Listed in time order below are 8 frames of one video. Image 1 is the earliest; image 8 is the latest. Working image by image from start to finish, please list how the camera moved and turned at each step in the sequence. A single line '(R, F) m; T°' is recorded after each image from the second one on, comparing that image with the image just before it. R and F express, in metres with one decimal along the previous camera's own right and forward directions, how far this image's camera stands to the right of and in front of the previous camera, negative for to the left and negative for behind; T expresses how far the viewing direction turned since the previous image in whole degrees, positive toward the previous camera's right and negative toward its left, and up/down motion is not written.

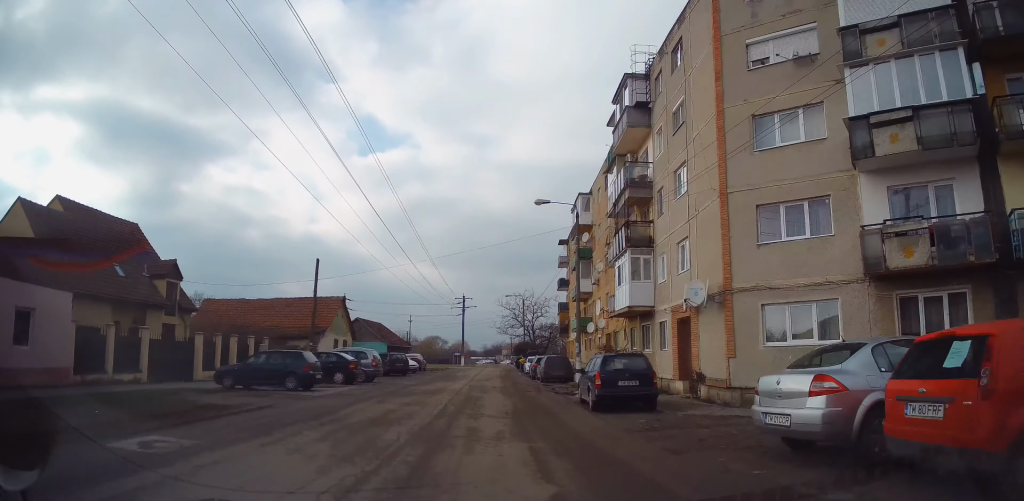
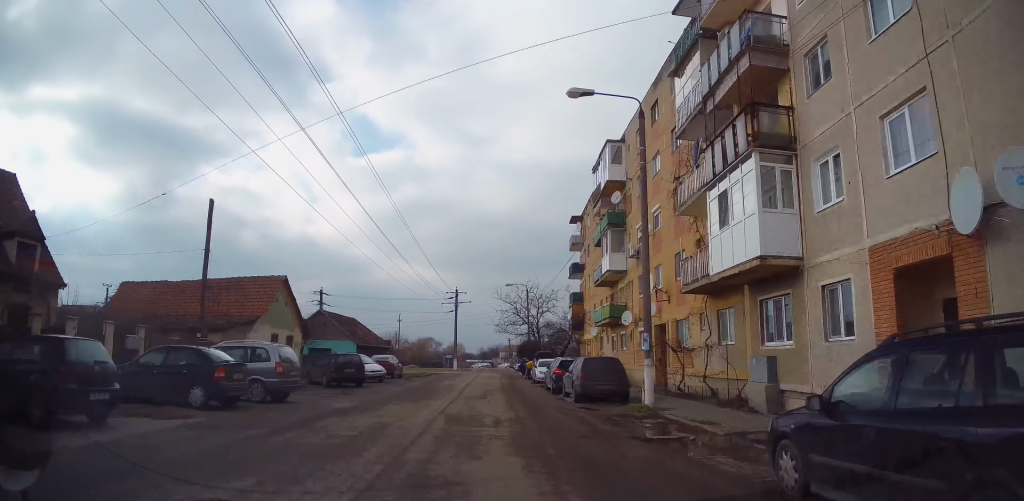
(-0.3, +11.5) m; -1°
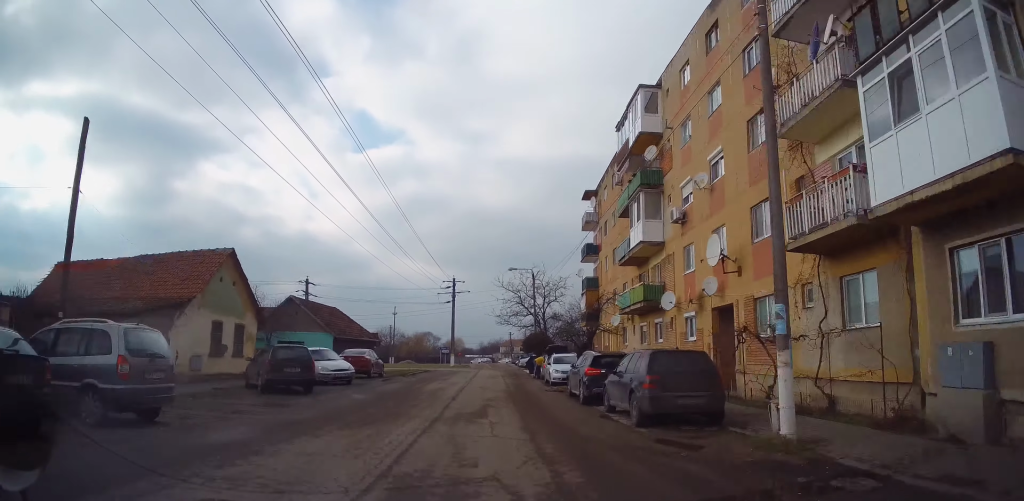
(0.0, +6.7) m; +1°
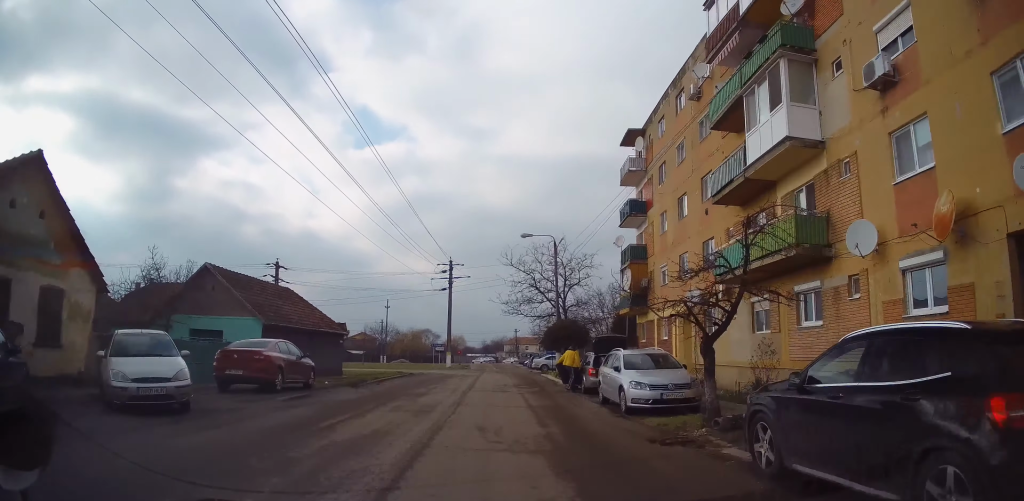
(+0.3, +12.3) m; +1°
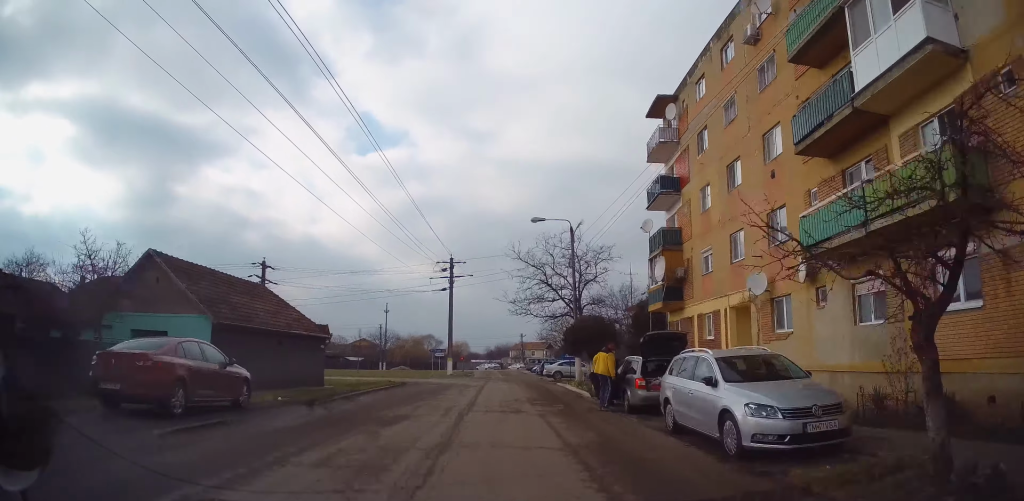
(0.0, +5.2) m; 0°
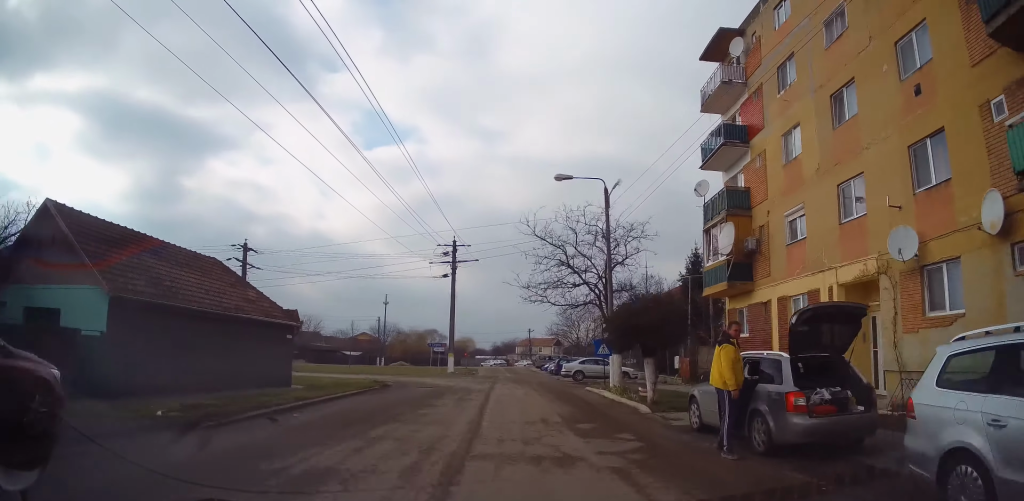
(0.0, +6.7) m; 0°
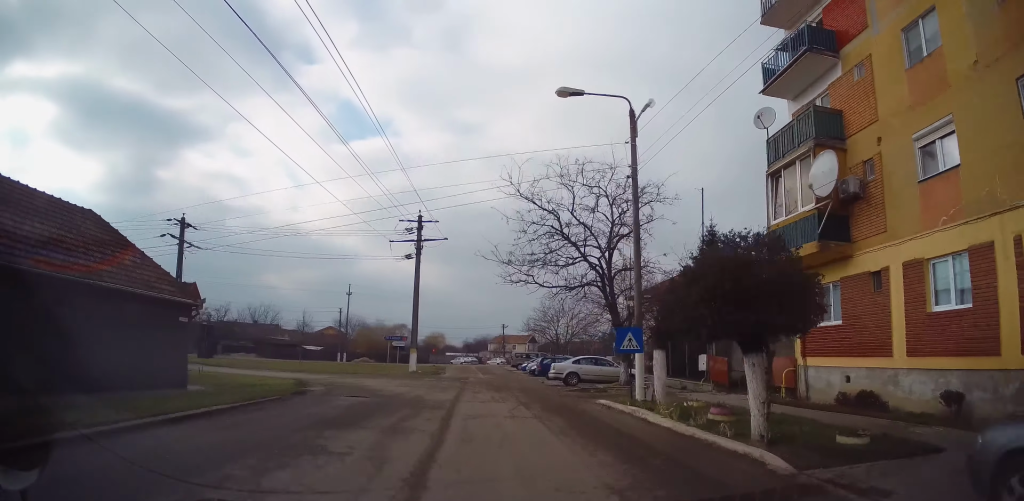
(0.0, +7.6) m; 0°
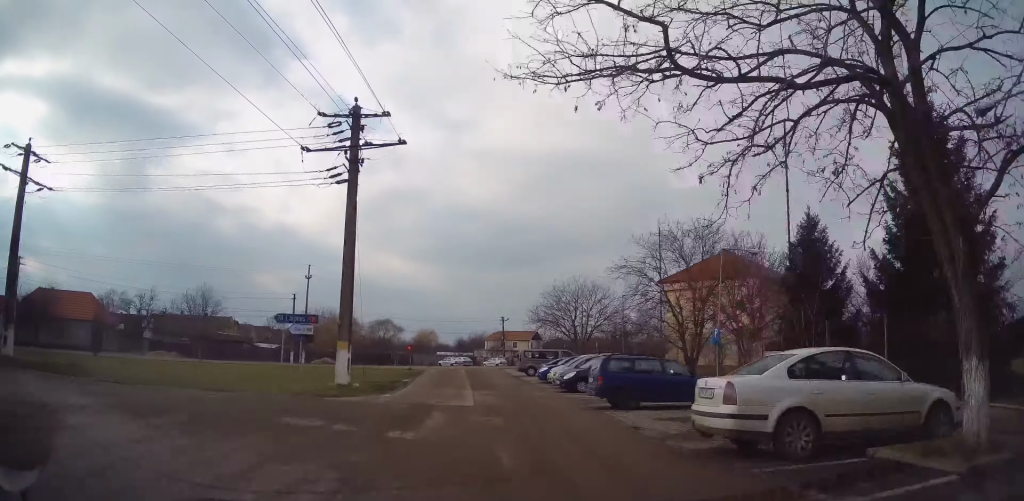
(+0.6, +19.3) m; +3°
